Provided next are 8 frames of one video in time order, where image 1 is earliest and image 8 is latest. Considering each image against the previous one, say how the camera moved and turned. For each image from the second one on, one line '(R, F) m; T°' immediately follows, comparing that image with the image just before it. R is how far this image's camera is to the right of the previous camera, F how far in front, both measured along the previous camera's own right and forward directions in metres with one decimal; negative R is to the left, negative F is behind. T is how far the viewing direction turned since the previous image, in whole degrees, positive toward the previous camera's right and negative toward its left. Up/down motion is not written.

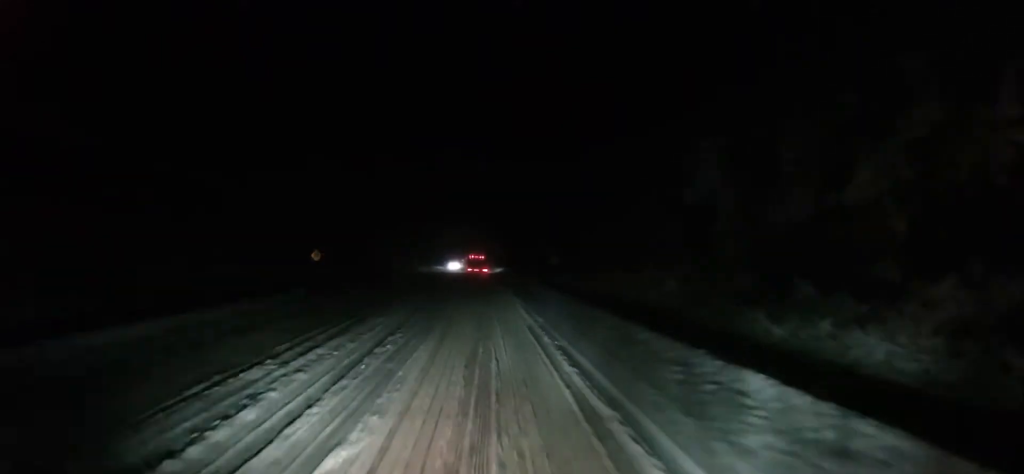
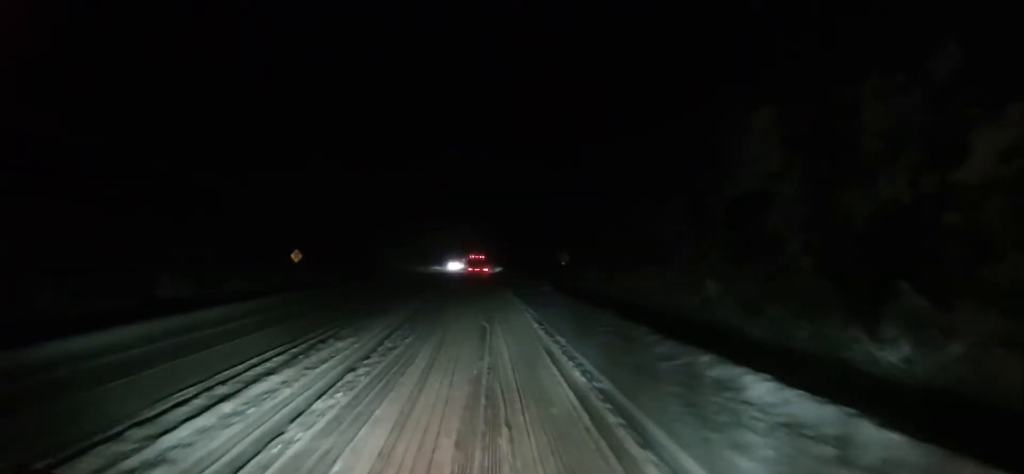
(-0.2, +6.3) m; 0°
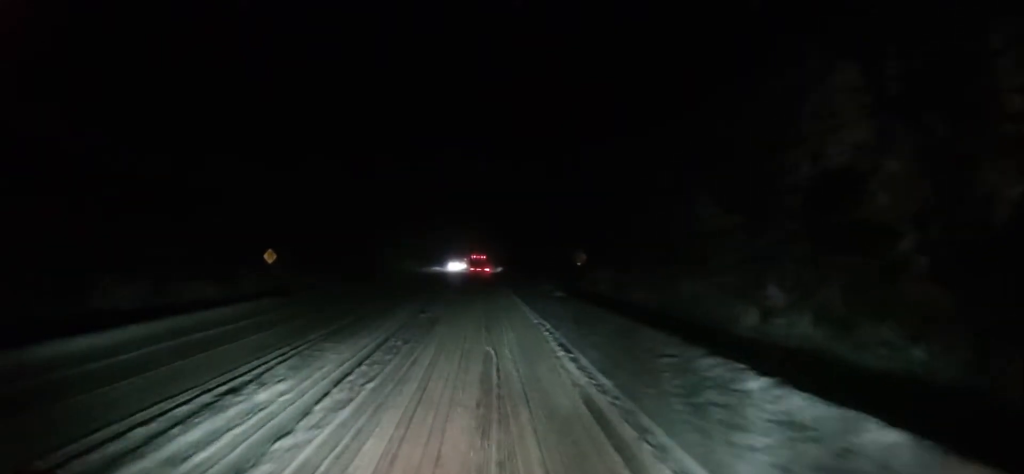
(+0.1, +6.7) m; +1°
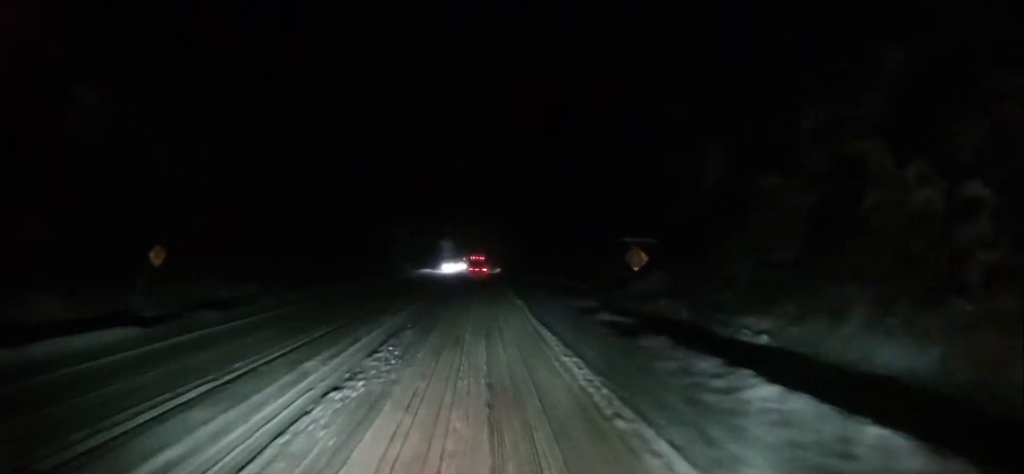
(+0.1, +15.4) m; -1°
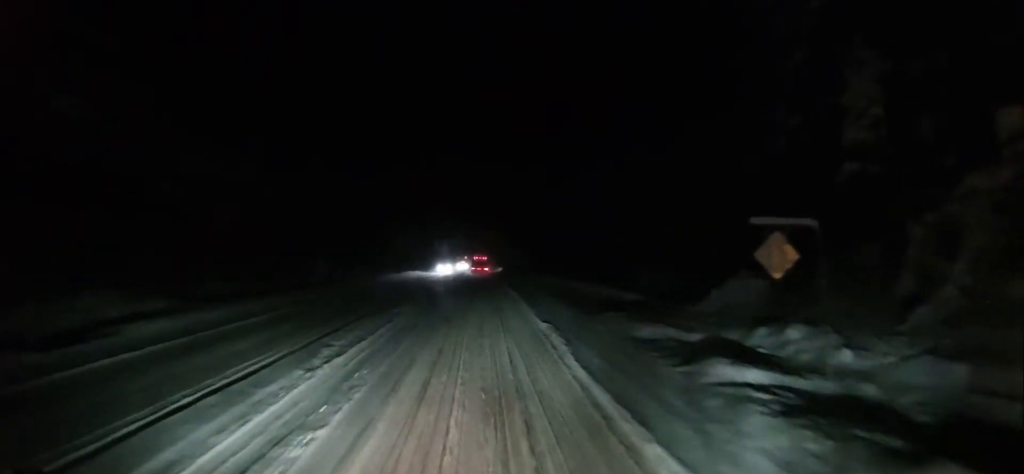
(-0.1, +12.9) m; +2°
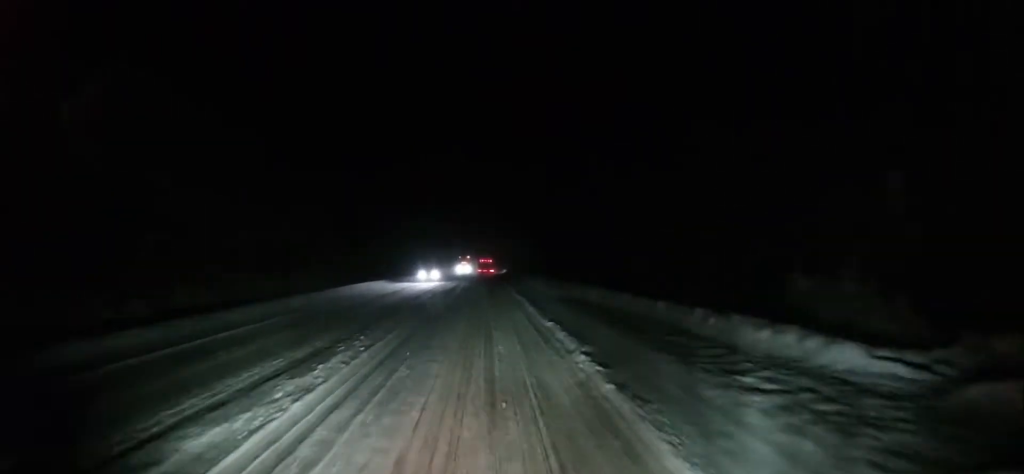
(+0.3, +20.1) m; -2°
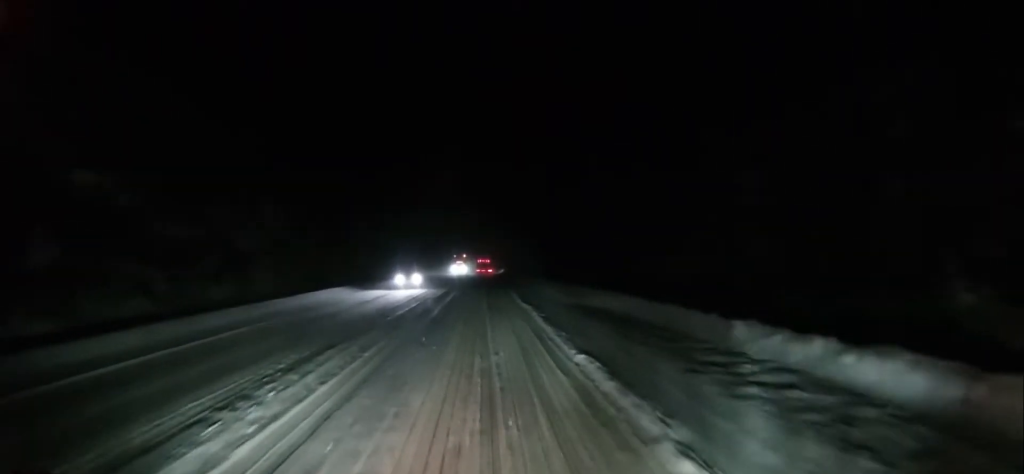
(-0.2, +8.4) m; 0°
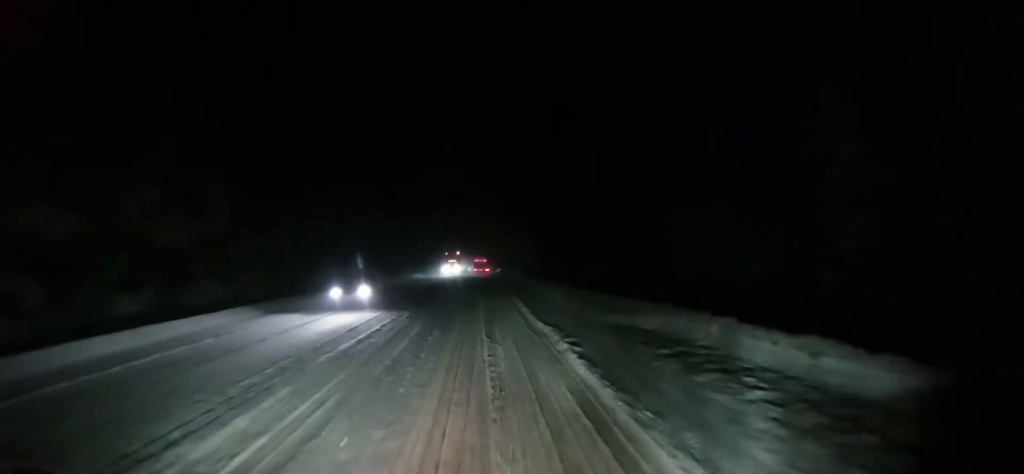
(+0.1, +11.2) m; +1°
